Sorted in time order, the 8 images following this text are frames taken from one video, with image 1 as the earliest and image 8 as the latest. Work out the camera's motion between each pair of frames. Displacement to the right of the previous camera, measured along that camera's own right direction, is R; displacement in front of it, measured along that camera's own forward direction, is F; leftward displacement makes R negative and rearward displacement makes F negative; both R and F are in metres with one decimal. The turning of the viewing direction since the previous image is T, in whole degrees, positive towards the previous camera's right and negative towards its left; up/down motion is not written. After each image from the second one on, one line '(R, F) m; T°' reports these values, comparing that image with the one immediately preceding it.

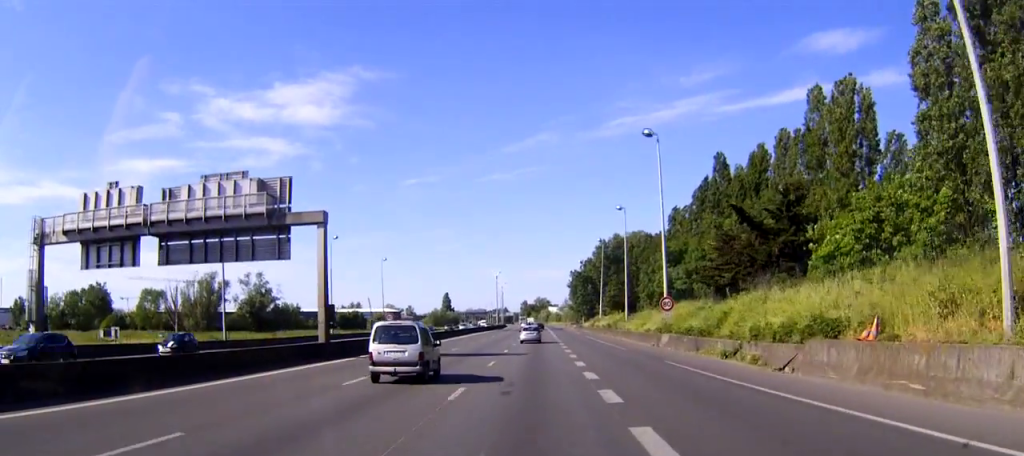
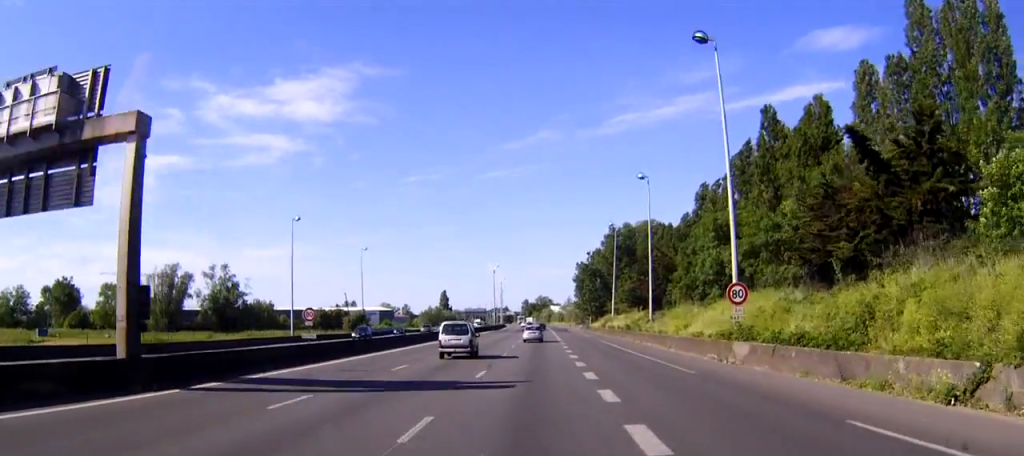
(0.0, +19.1) m; 0°
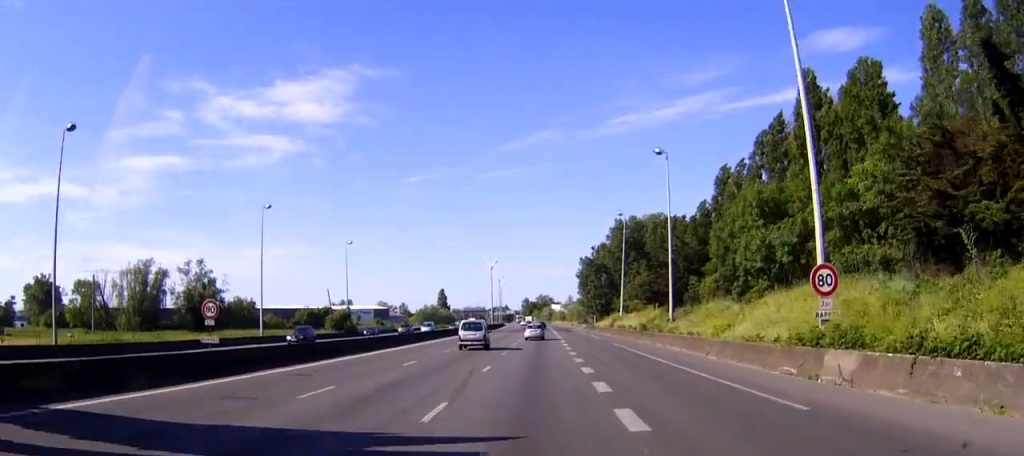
(0.0, +11.0) m; 0°
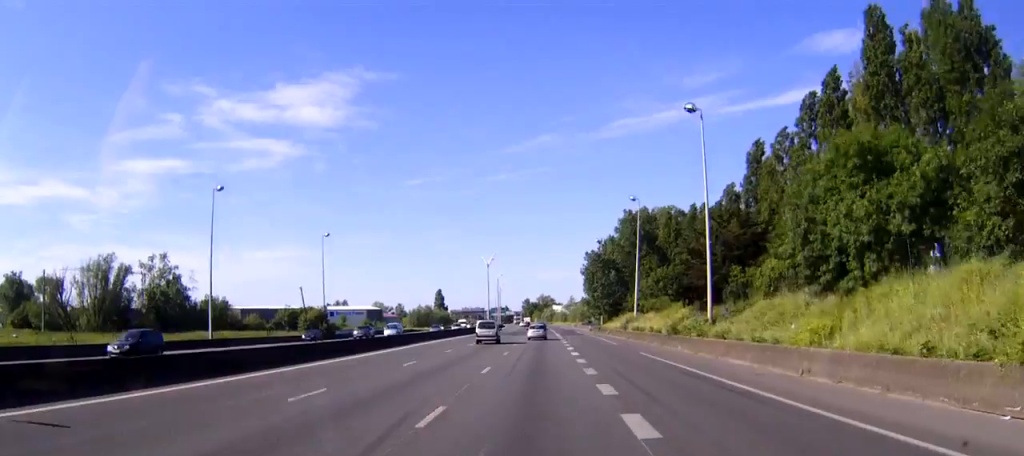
(0.0, +13.9) m; 0°
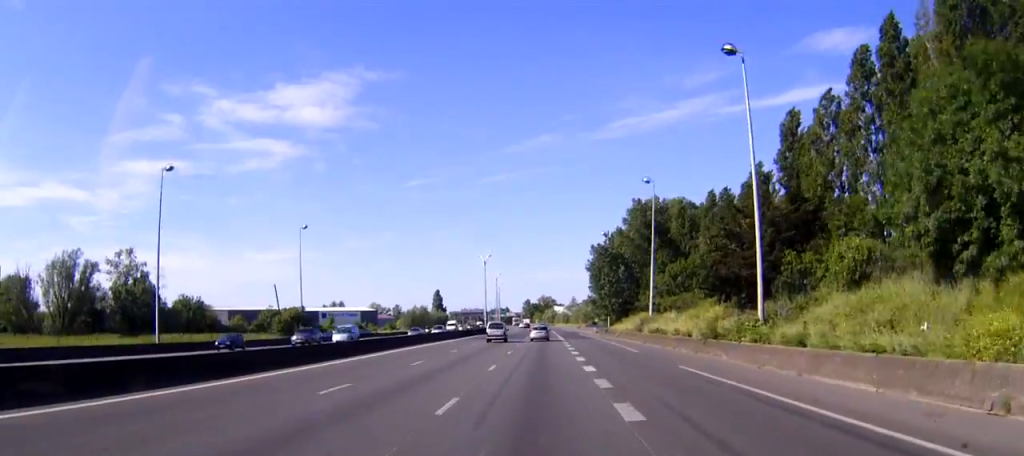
(0.0, +10.9) m; 0°
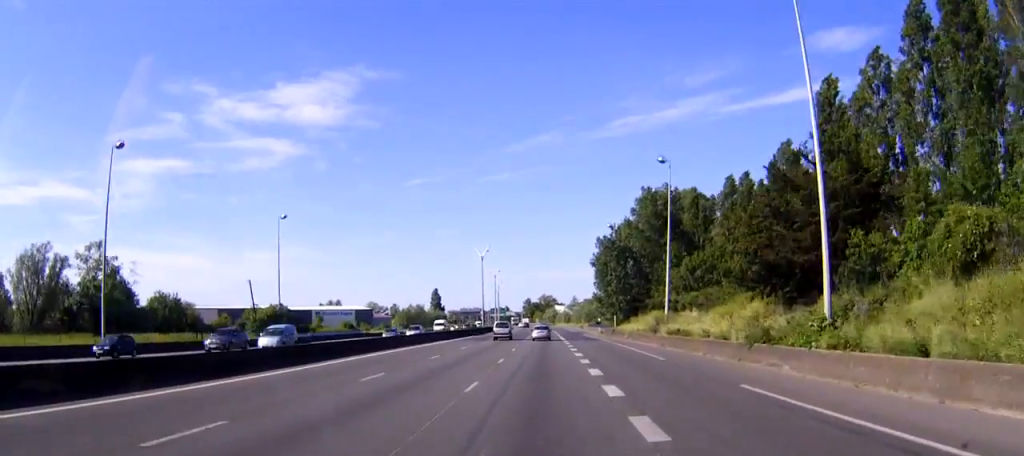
(0.0, +8.8) m; 0°
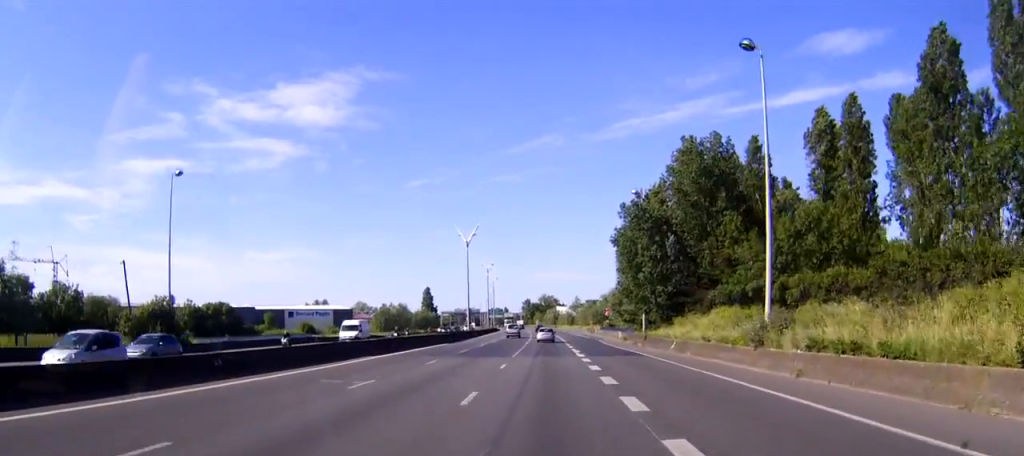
(-0.1, +28.6) m; 0°
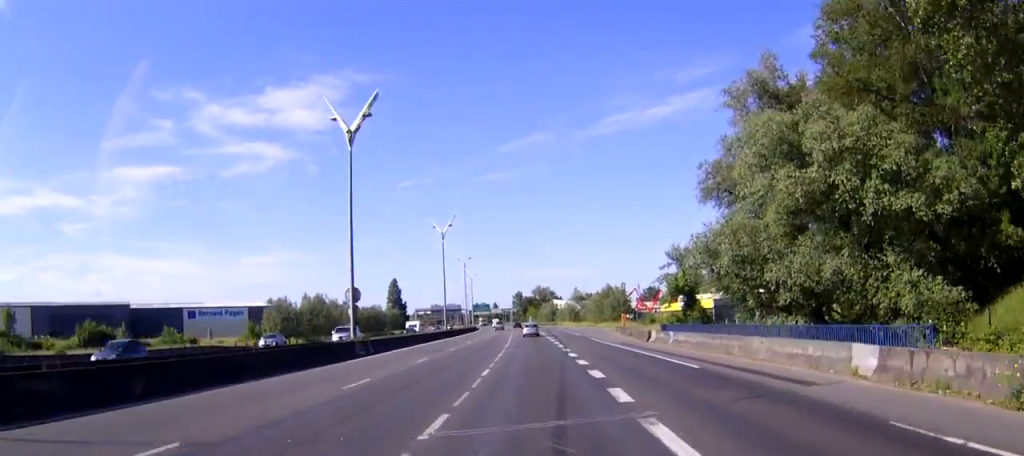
(+0.1, +66.3) m; 0°
